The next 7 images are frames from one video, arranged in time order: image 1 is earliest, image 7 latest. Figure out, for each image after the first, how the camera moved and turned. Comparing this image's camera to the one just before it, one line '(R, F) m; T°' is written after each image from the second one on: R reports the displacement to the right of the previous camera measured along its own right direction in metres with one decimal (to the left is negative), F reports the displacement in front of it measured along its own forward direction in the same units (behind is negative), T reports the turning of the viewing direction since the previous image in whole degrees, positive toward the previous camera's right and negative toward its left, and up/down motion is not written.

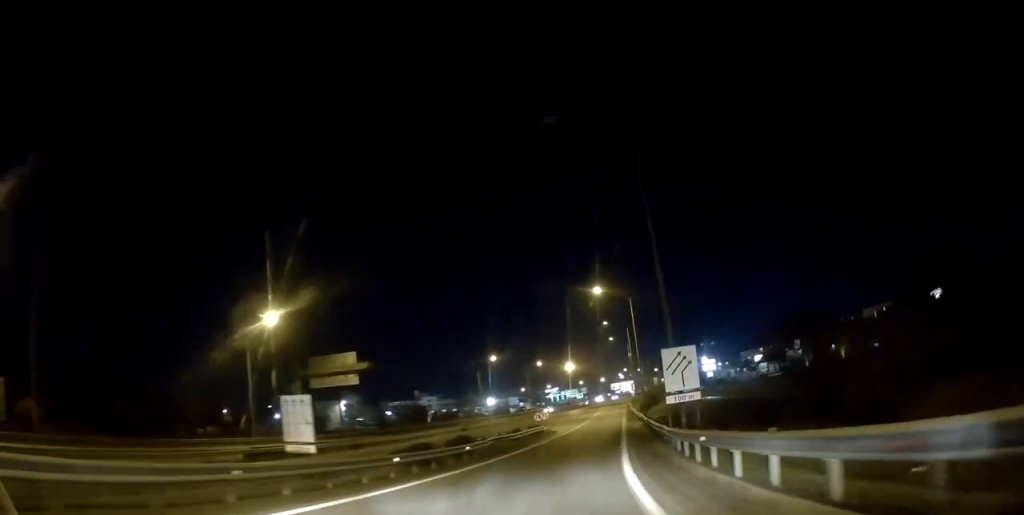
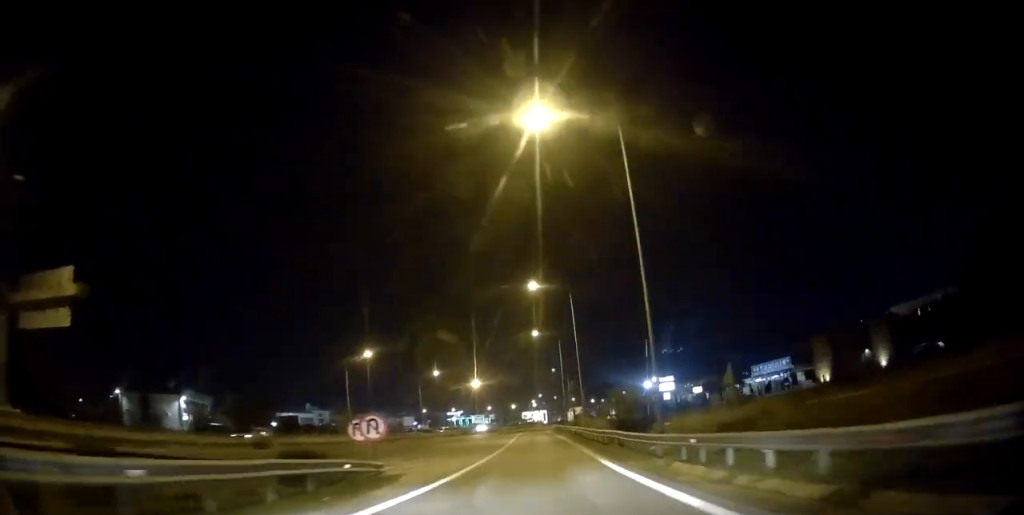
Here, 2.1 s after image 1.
(+4.1, +34.8) m; +10°
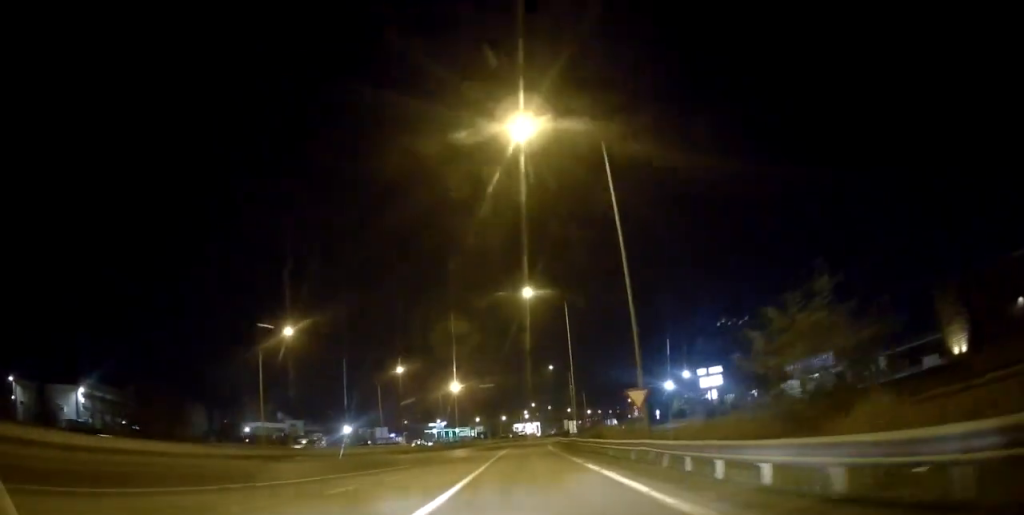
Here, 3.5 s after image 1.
(+1.2, +27.7) m; +1°
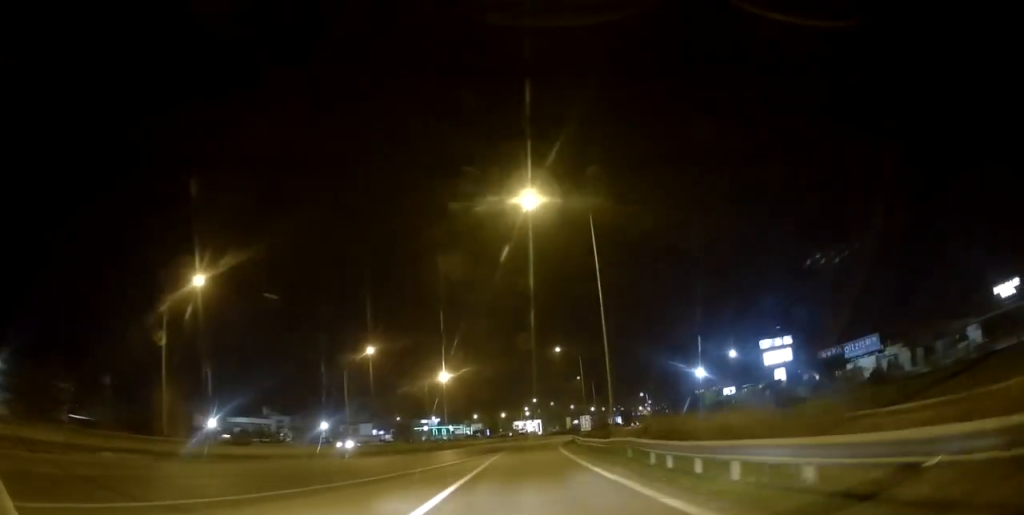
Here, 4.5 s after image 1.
(-0.4, +19.3) m; -2°
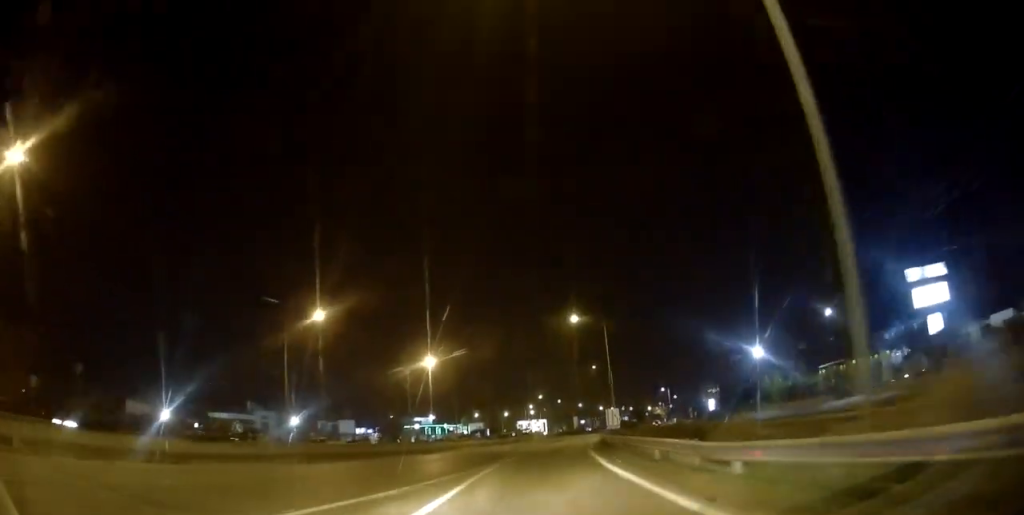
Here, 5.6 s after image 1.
(-0.3, +21.9) m; -1°
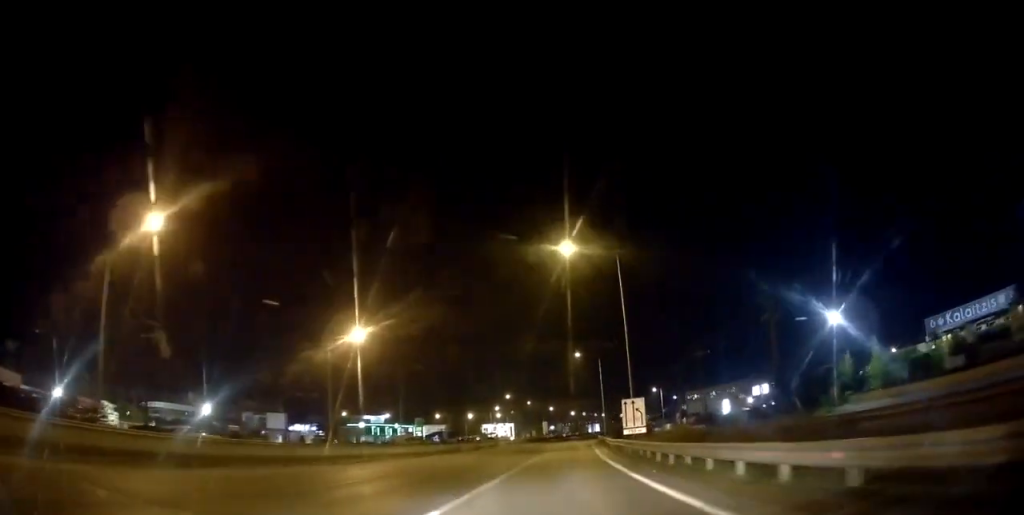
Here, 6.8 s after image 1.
(+0.1, +24.4) m; +3°
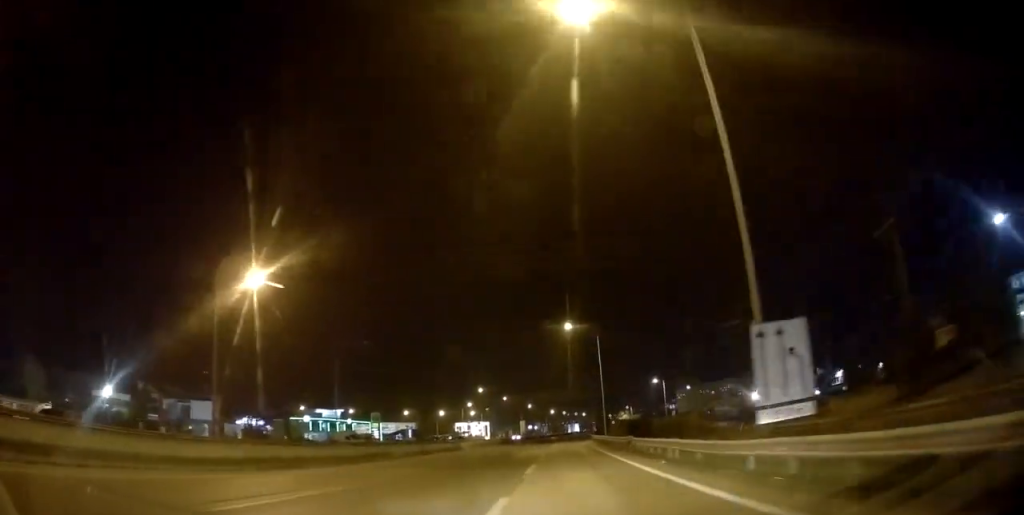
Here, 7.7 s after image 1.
(+0.9, +21.2) m; +4°
